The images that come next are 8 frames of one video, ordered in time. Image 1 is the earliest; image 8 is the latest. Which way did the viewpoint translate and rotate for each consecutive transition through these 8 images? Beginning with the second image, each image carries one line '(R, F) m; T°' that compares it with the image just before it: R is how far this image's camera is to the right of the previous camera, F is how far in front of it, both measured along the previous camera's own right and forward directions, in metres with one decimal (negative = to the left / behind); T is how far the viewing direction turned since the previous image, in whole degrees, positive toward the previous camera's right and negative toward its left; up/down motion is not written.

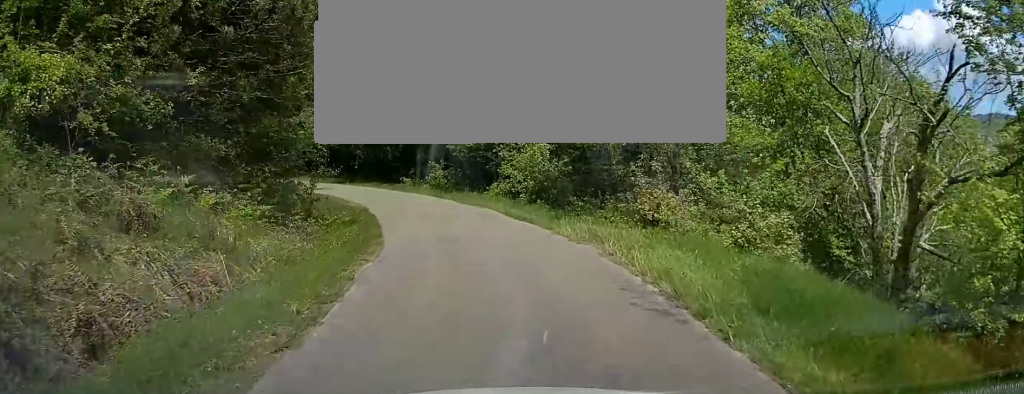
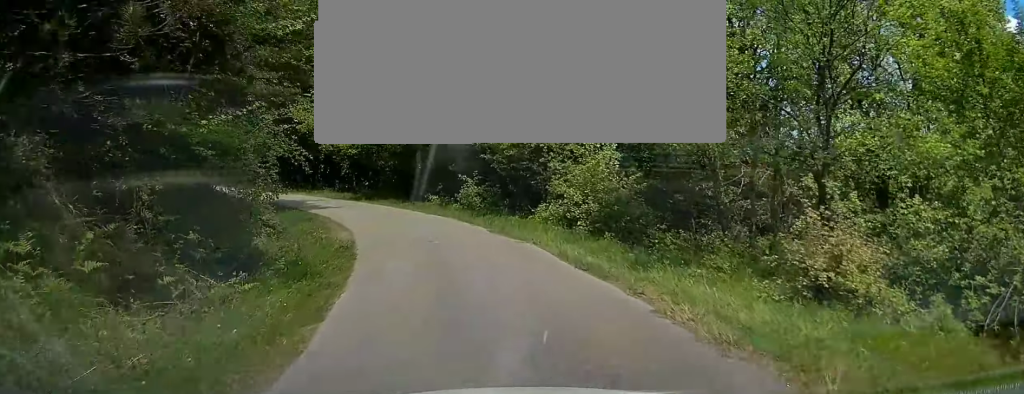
(-0.2, +5.9) m; -4°
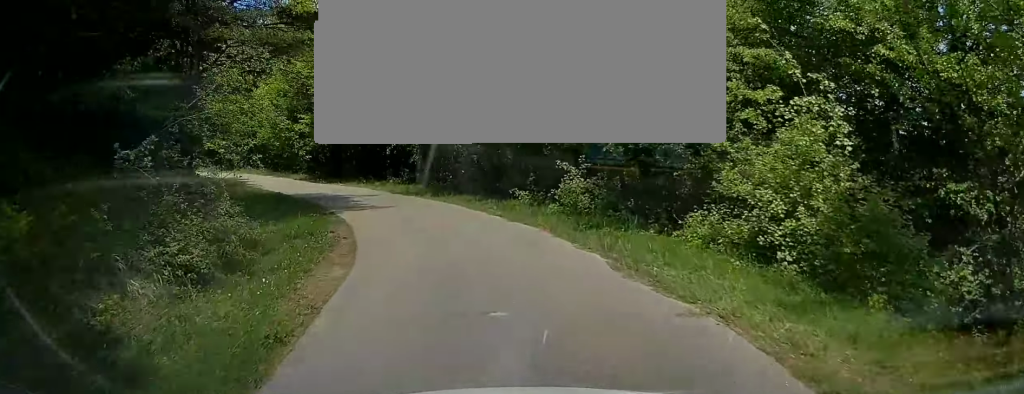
(+0.1, +7.2) m; -5°
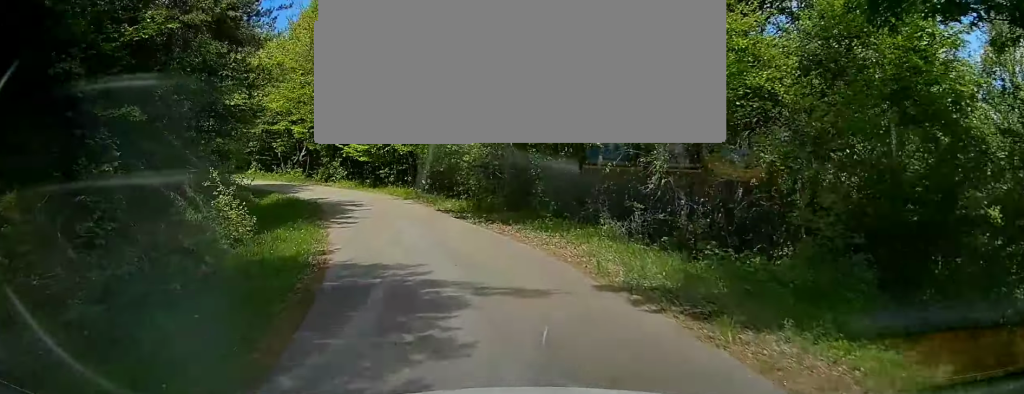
(-2.3, +14.6) m; -16°
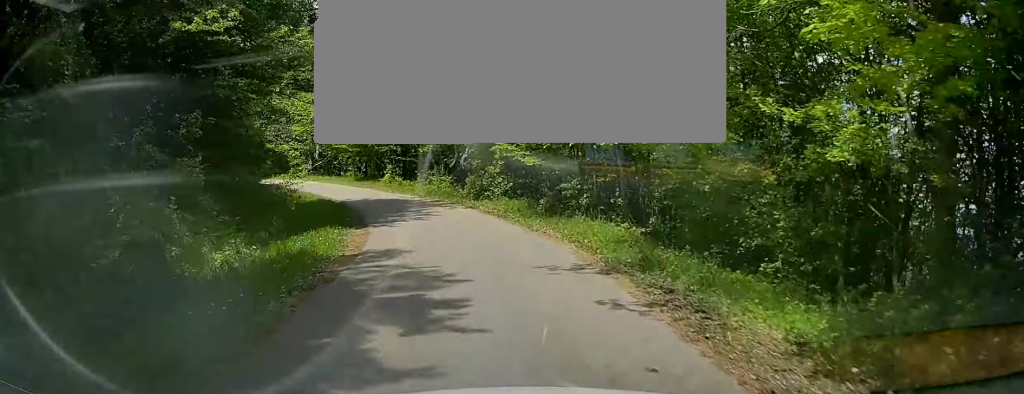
(-2.4, +15.0) m; -17°
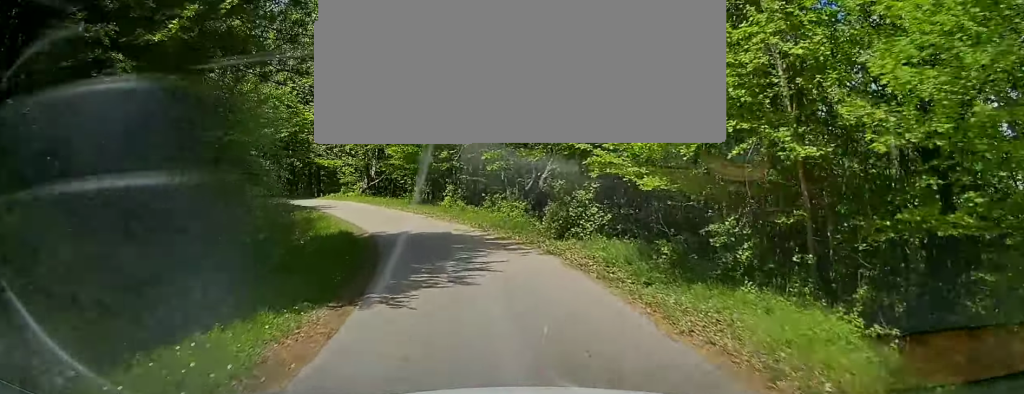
(-0.1, +6.7) m; -8°
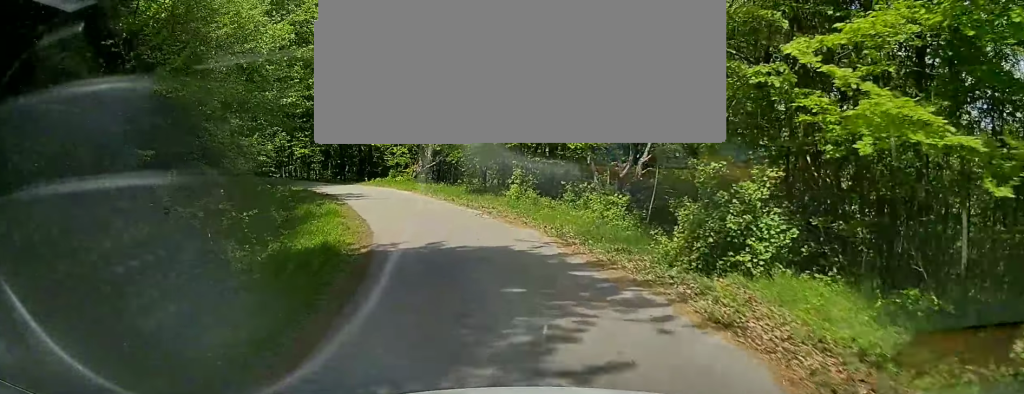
(-0.9, +7.0) m; -6°
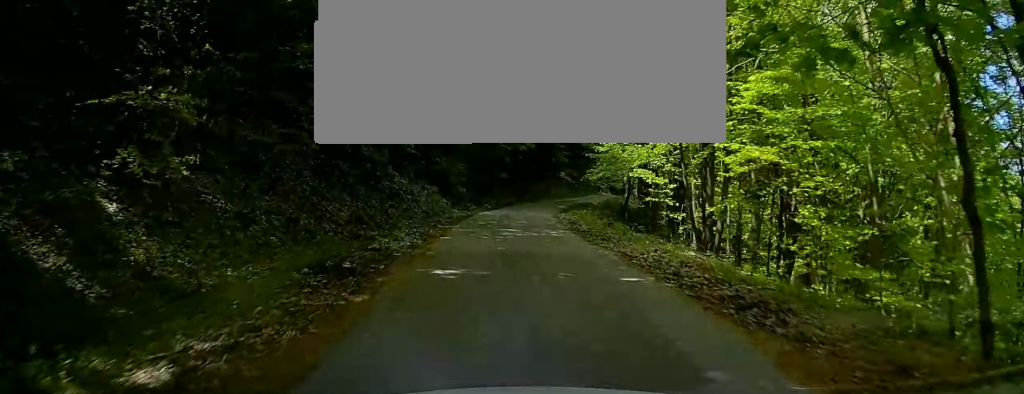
(-10.9, +34.9) m; -34°
